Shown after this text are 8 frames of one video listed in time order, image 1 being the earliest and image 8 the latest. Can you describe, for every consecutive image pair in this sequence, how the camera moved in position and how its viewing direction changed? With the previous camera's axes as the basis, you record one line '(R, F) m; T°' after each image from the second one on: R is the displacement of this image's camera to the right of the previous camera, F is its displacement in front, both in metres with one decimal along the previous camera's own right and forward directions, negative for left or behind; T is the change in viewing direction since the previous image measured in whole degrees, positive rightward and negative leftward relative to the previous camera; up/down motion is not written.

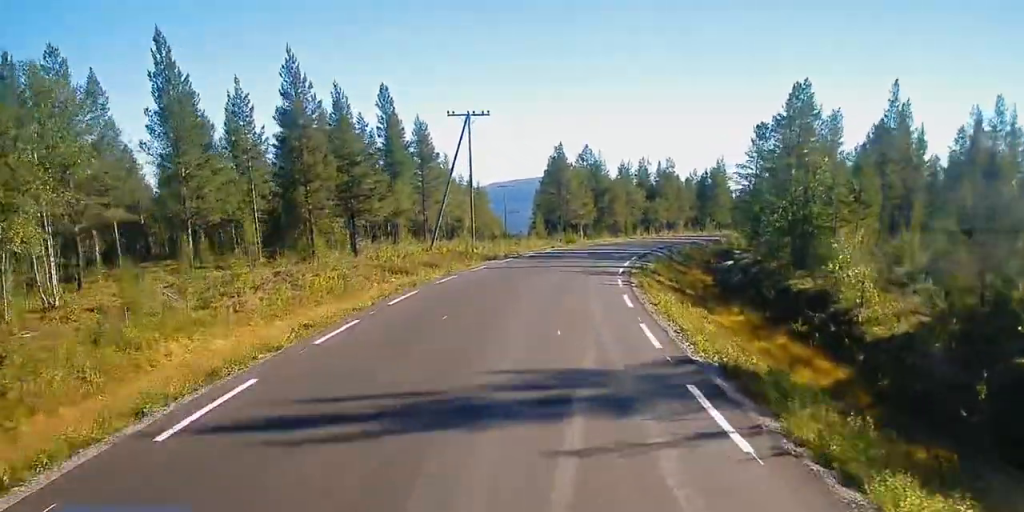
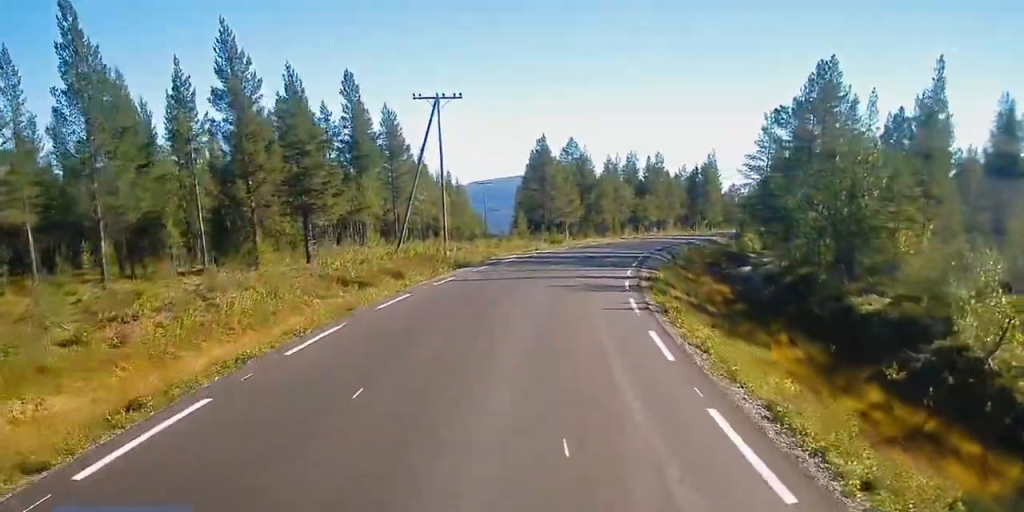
(0.0, +7.5) m; +1°
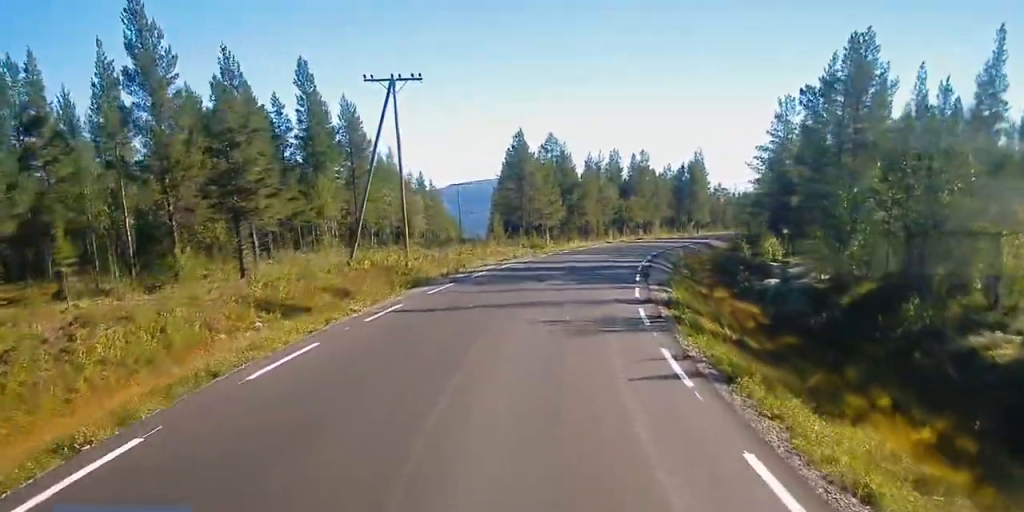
(0.0, +7.7) m; +1°
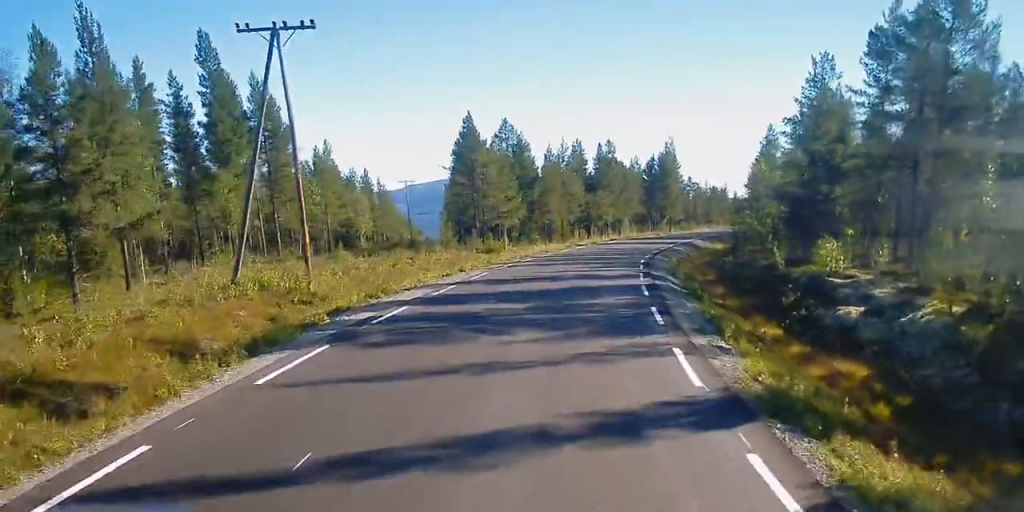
(+0.3, +12.0) m; +3°
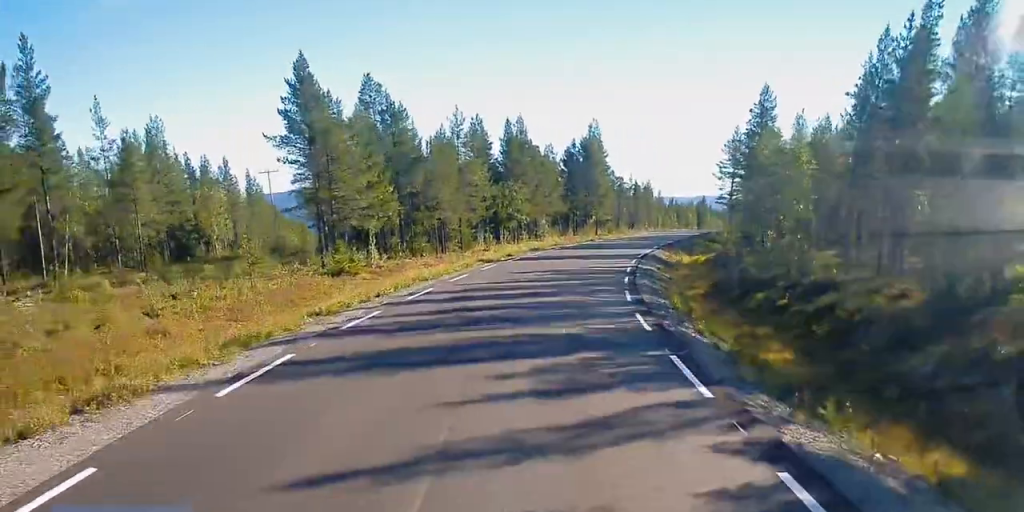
(+1.1, +24.6) m; +6°
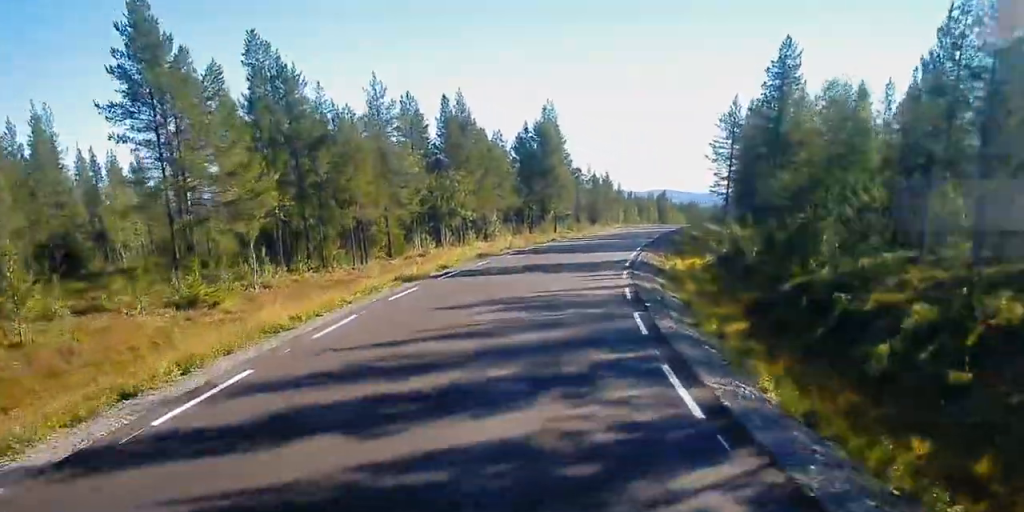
(+0.5, +13.1) m; +3°
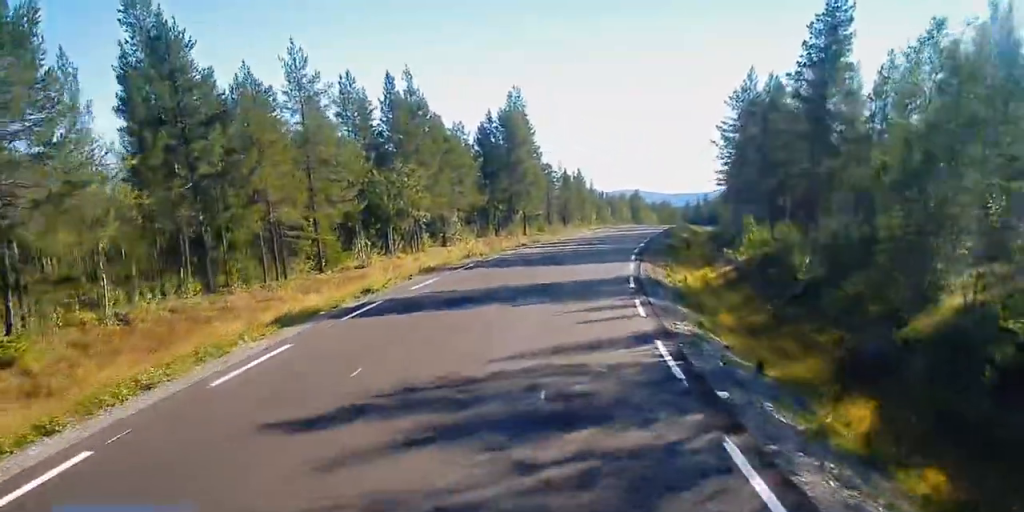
(+0.2, +10.1) m; +3°
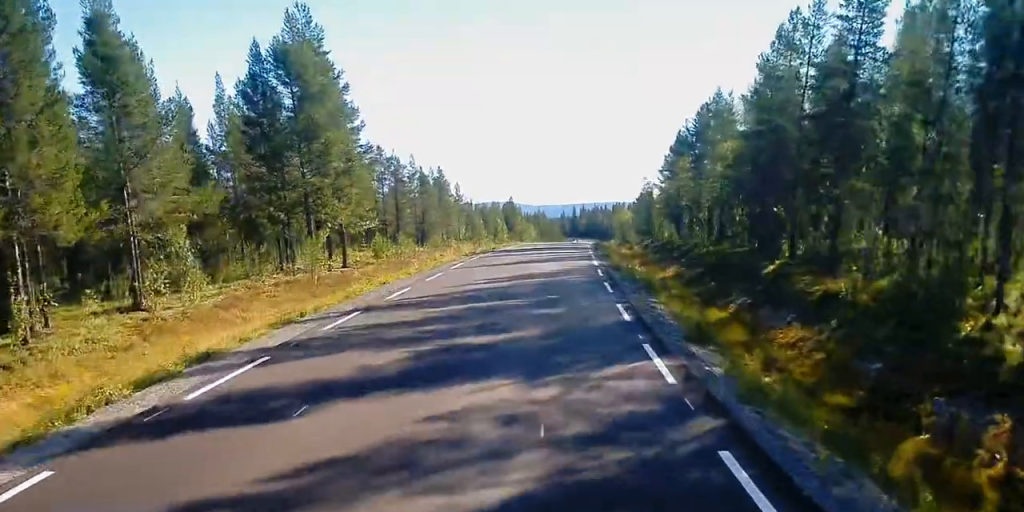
(+2.6, +35.8) m; +7°
